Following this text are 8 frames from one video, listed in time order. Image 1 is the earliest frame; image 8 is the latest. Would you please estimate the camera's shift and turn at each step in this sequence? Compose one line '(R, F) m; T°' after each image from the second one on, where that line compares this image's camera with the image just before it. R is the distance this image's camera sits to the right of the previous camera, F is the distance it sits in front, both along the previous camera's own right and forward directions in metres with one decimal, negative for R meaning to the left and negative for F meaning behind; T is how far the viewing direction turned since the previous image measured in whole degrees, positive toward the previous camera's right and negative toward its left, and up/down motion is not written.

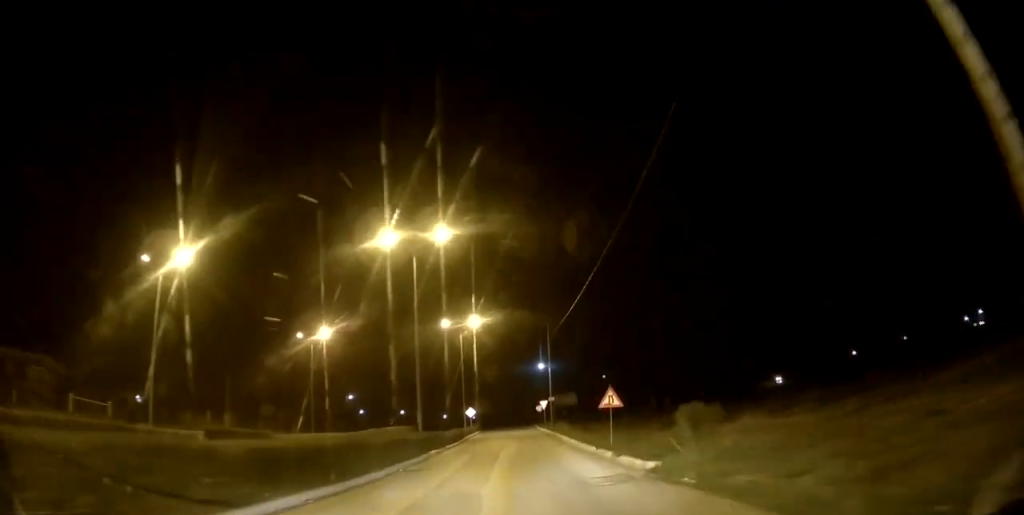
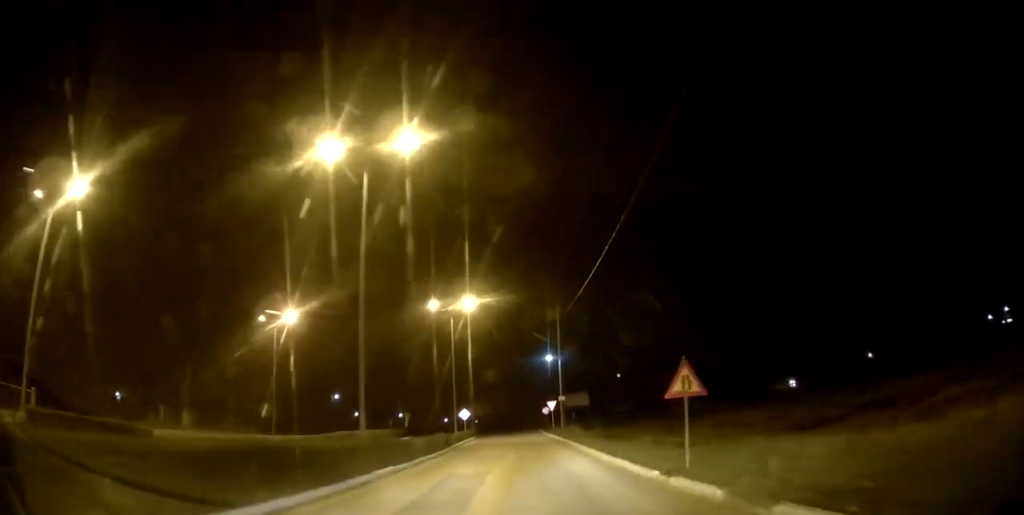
(-0.1, +9.1) m; +1°
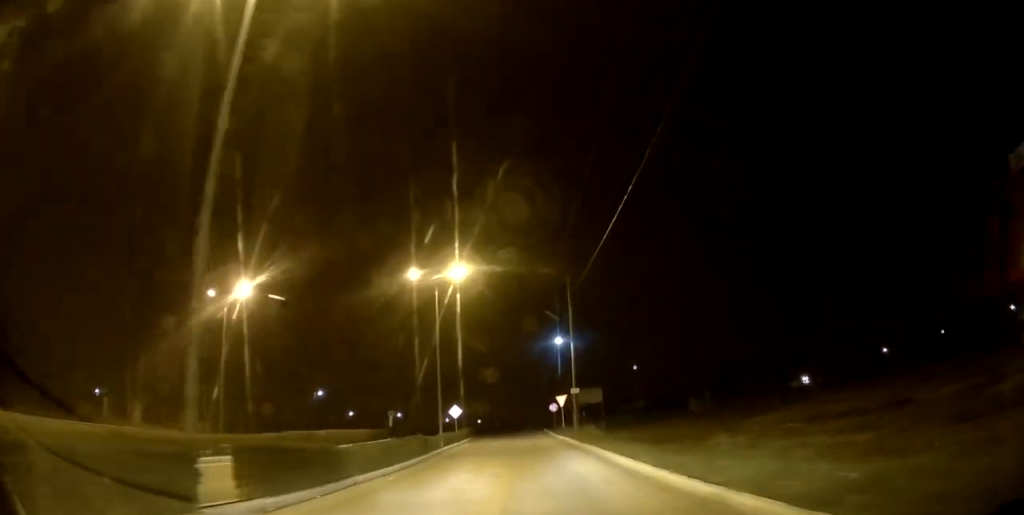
(-0.2, +8.4) m; 0°
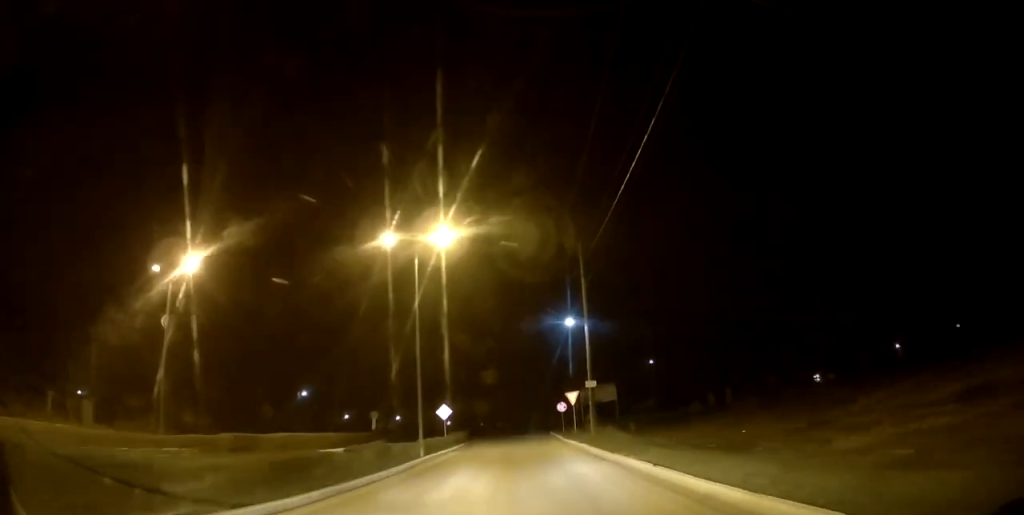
(+0.3, +6.8) m; 0°
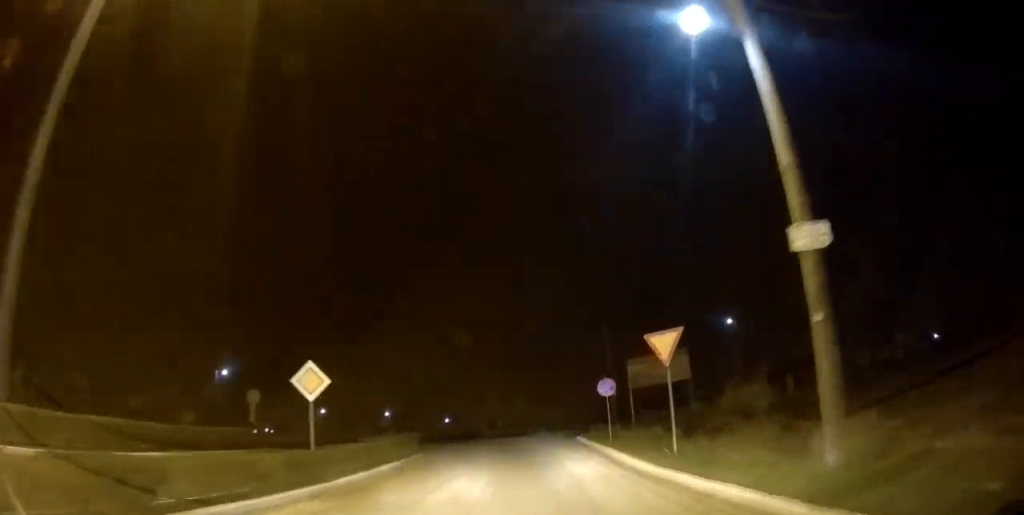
(-0.8, +21.9) m; -4°
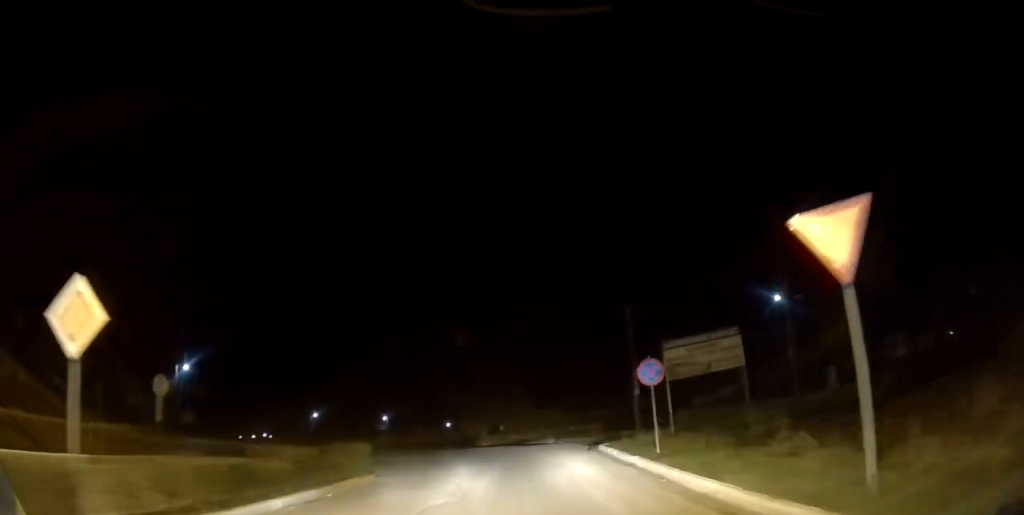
(-0.2, +7.4) m; +1°
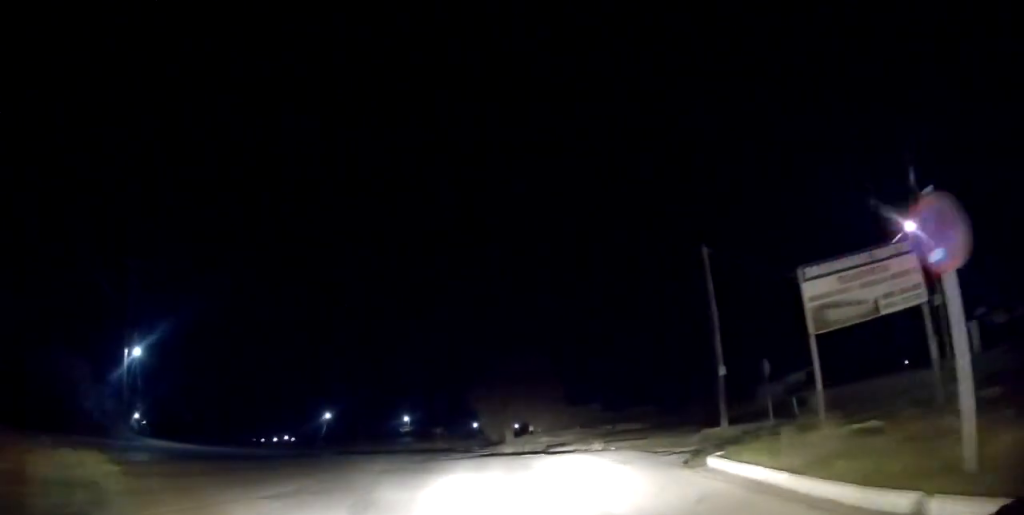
(+0.4, +10.3) m; -2°
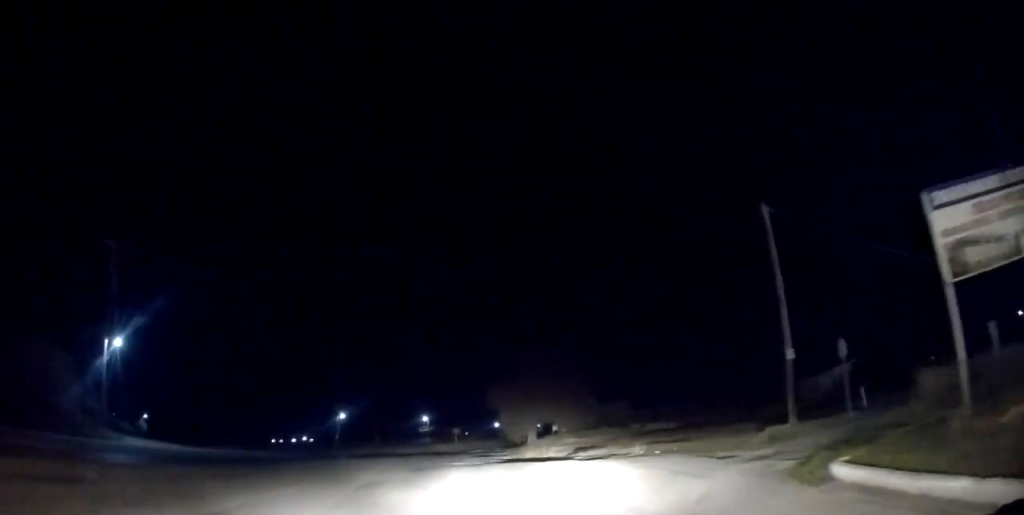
(-0.1, +4.5) m; -1°
